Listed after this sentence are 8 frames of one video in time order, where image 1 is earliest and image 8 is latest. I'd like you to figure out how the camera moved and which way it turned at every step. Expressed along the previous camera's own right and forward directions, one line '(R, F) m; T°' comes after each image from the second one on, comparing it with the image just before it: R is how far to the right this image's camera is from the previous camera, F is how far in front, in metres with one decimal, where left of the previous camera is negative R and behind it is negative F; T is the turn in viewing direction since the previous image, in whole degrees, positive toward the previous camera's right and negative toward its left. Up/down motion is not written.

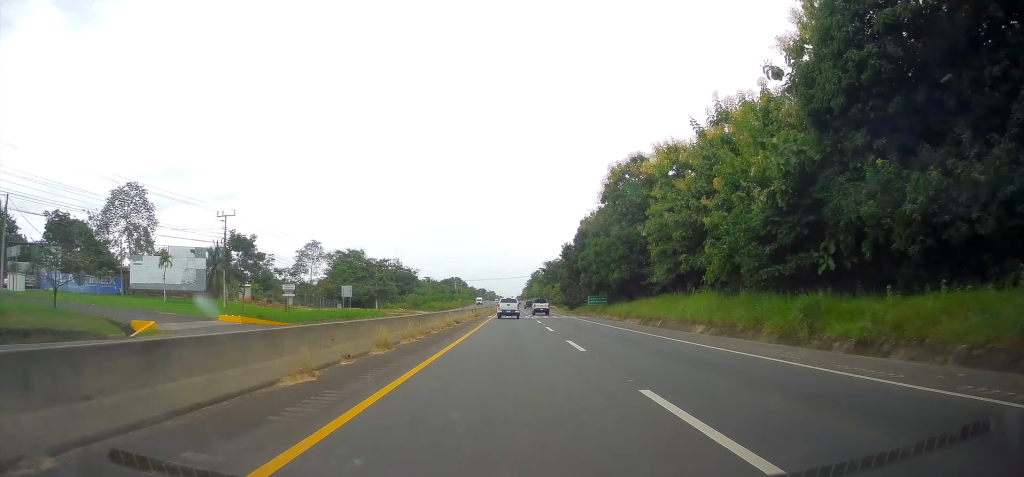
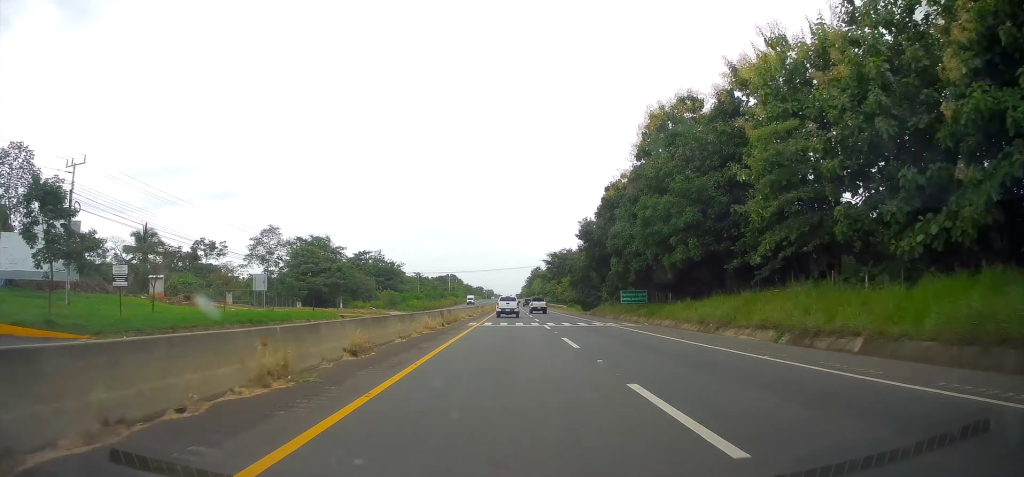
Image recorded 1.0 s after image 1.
(+0.1, +23.7) m; 0°
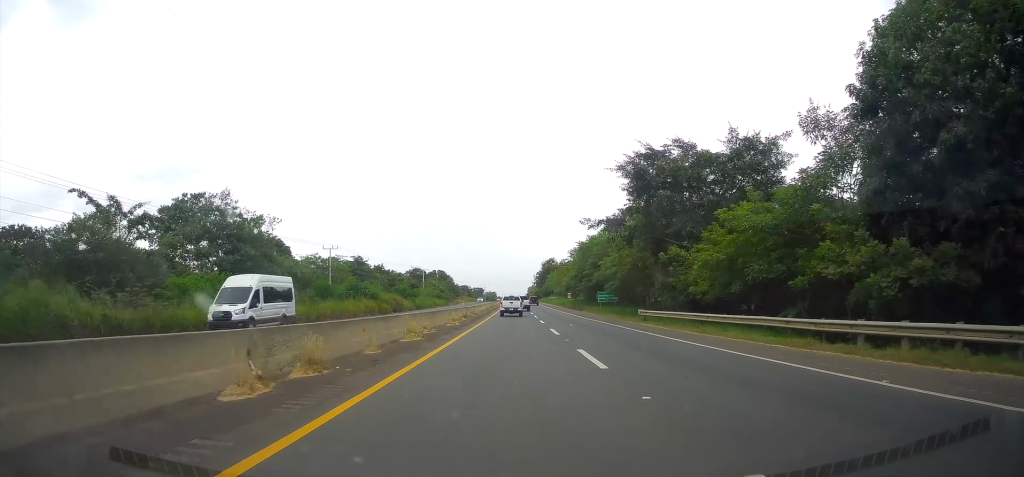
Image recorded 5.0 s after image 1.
(-0.1, +90.7) m; 0°
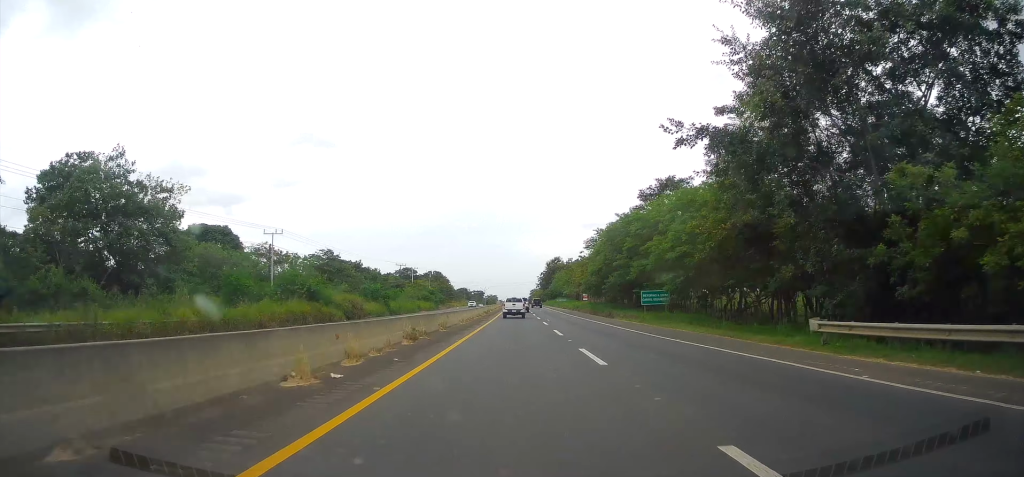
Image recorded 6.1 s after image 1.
(-0.1, +23.6) m; 0°
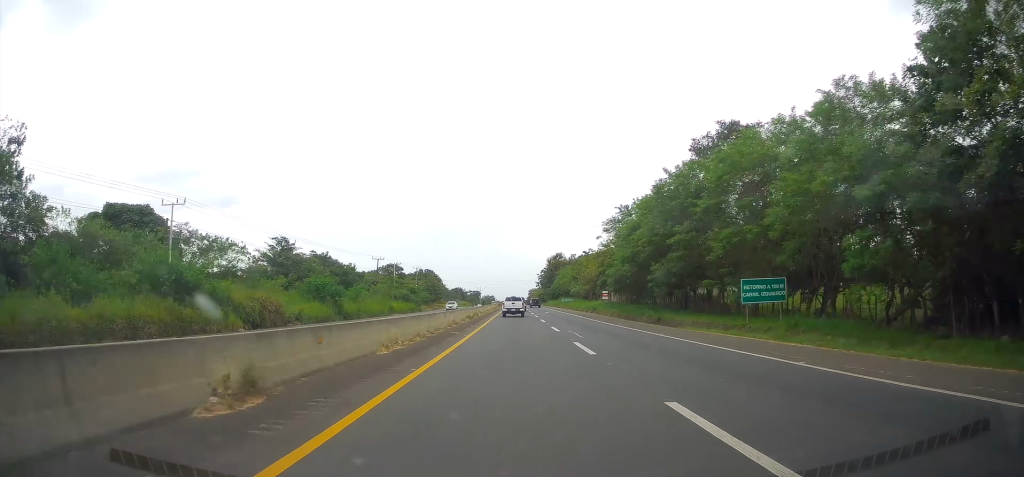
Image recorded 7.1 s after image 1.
(-0.2, +21.7) m; 0°
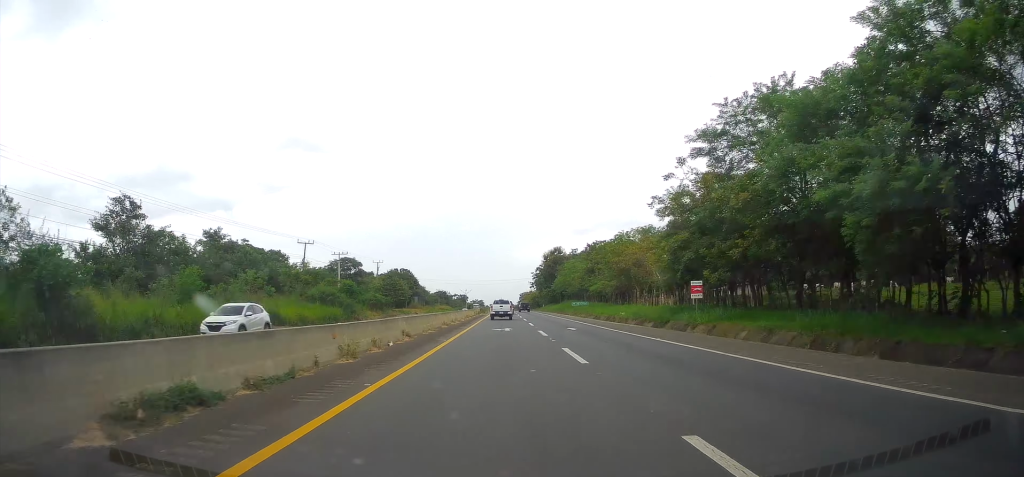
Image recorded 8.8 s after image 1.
(+0.6, +37.4) m; 0°
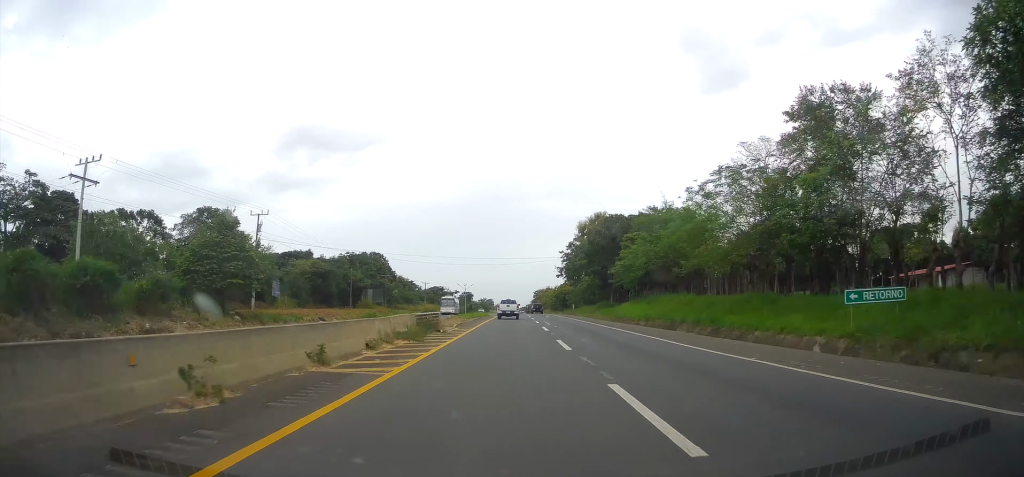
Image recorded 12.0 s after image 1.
(-0.3, +67.2) m; 0°
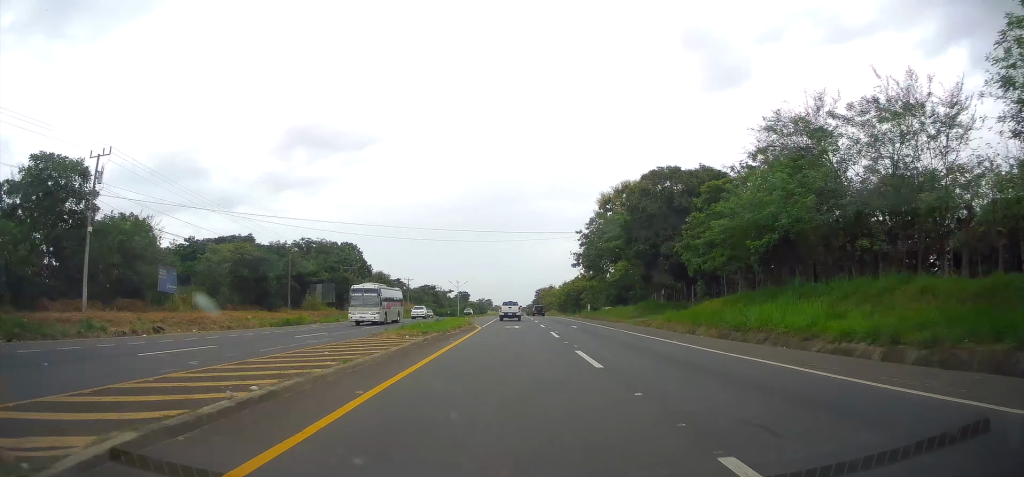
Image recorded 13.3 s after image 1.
(+0.1, +28.4) m; 0°
